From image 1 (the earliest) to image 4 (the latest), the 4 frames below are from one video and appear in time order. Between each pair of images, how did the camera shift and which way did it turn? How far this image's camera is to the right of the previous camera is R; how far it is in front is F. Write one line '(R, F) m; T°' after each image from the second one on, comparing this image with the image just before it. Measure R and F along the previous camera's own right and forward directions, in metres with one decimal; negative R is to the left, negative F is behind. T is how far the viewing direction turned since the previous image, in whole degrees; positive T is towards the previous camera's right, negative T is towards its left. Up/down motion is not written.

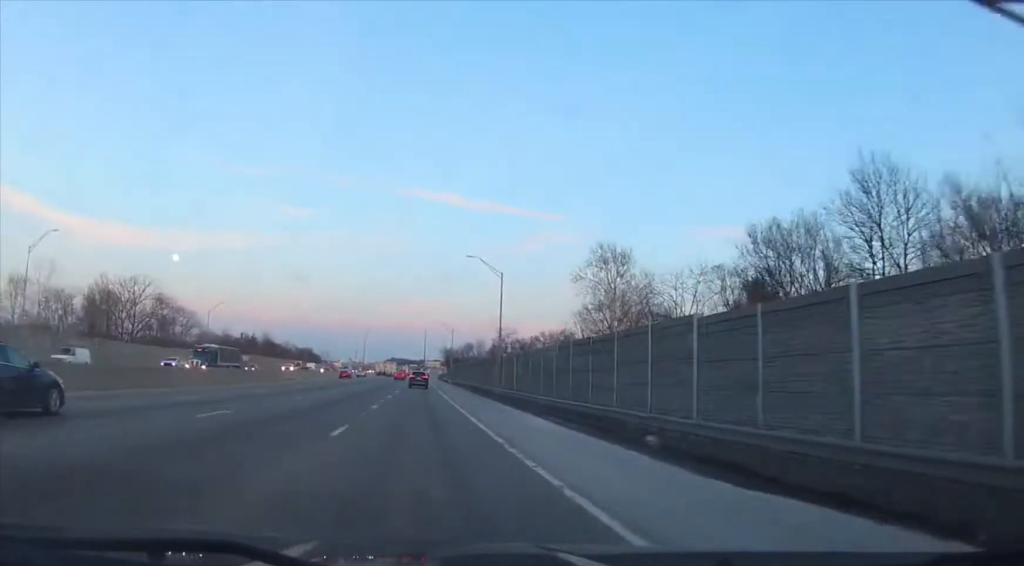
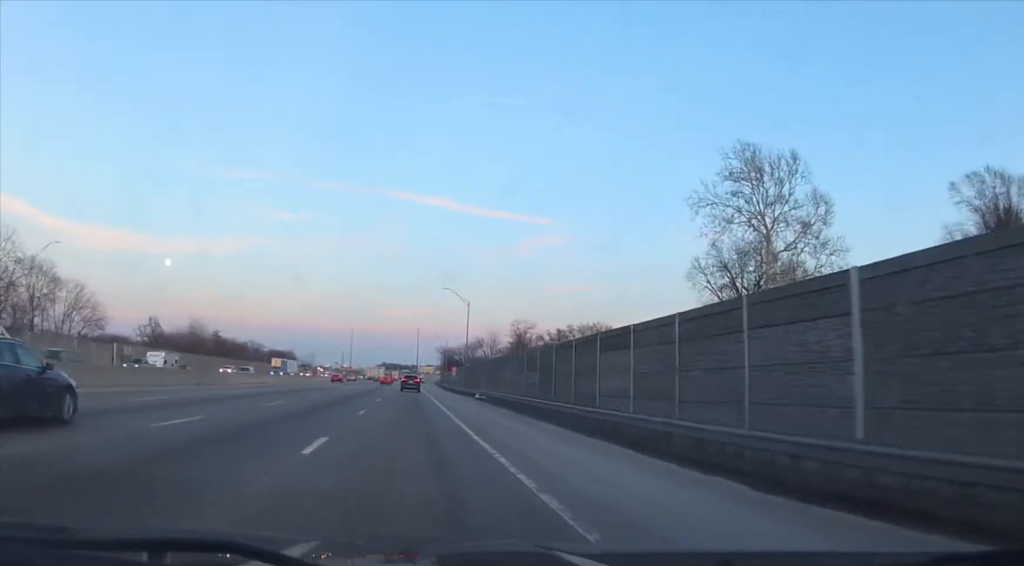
(-1.3, +65.3) m; -2°
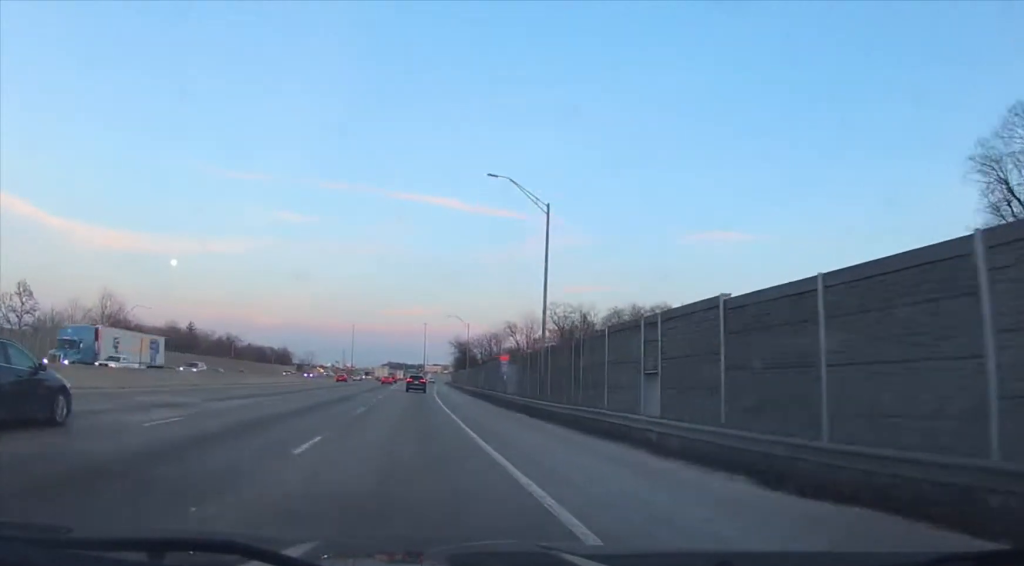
(+1.4, +50.9) m; 0°
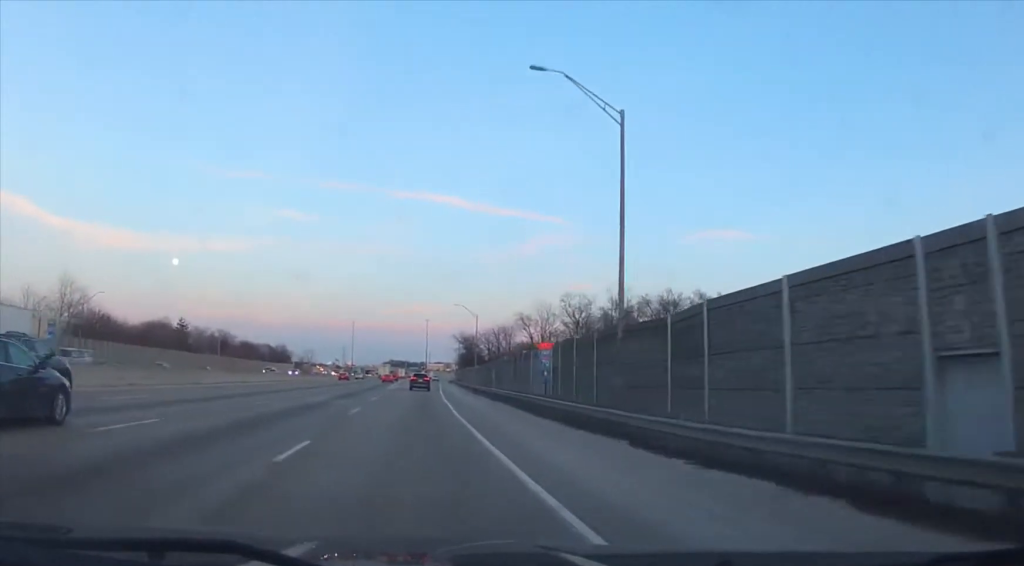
(-0.6, +14.7) m; 0°
